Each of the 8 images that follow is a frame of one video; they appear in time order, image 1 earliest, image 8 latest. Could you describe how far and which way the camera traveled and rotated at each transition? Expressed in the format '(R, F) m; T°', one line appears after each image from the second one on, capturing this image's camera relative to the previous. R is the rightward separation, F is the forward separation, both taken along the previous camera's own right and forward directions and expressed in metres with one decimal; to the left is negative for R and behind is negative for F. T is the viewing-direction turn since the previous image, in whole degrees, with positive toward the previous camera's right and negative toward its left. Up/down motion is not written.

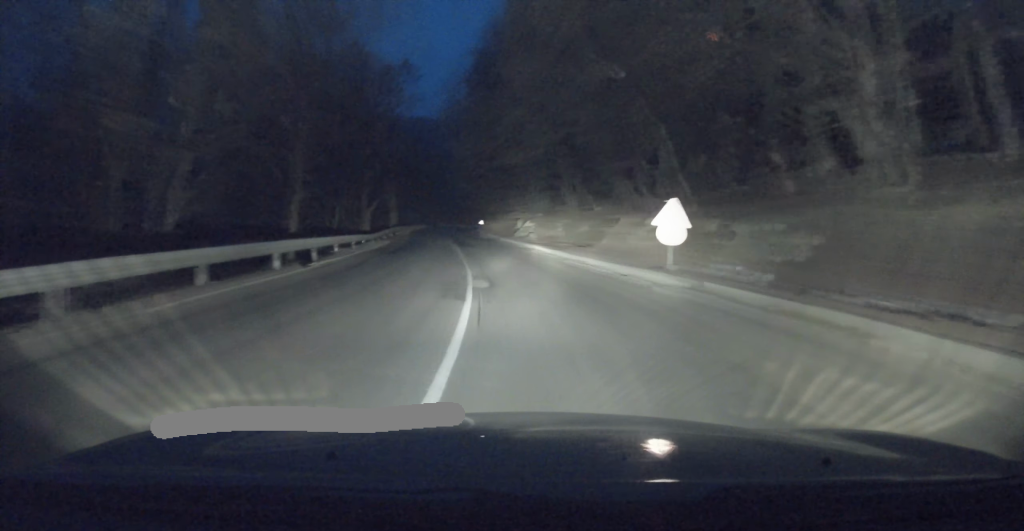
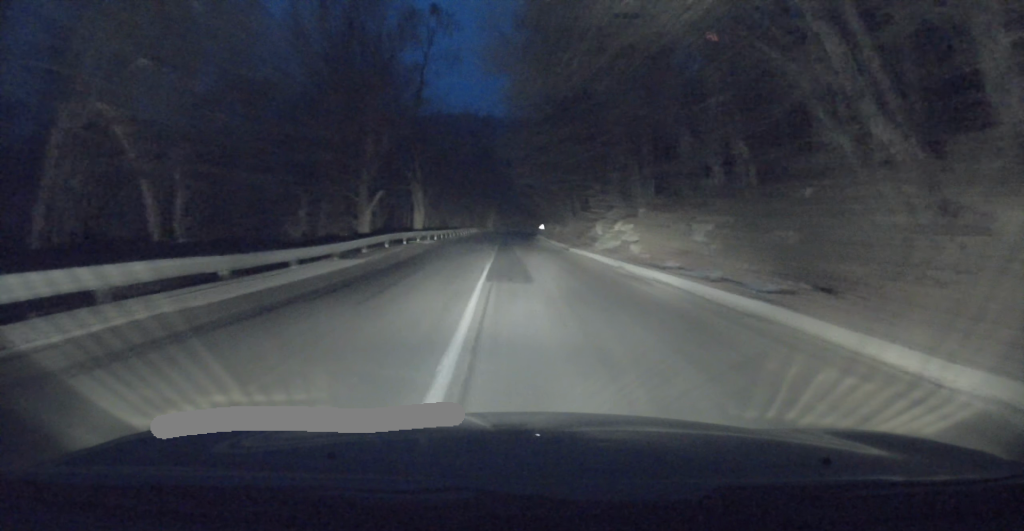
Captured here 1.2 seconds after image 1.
(-0.6, +17.2) m; -4°
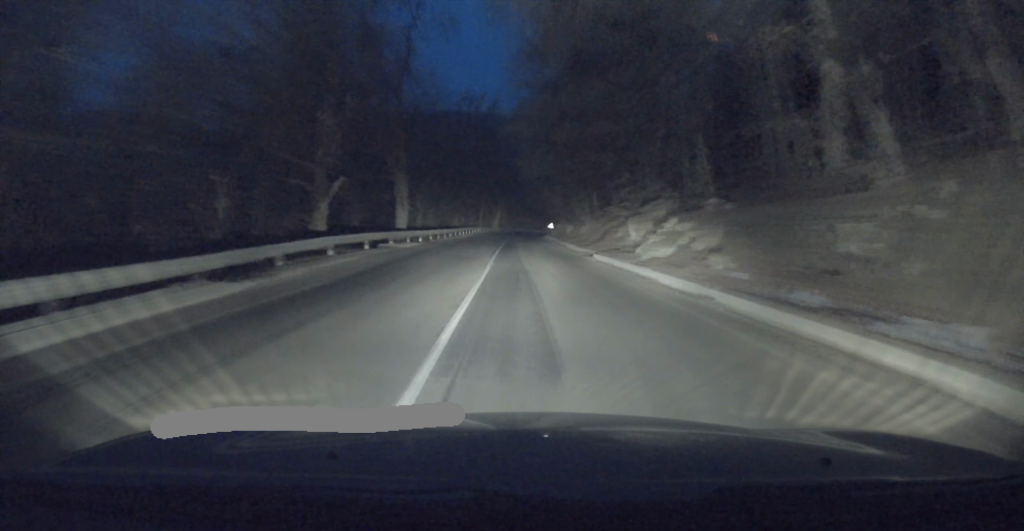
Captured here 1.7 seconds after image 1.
(-0.1, +7.6) m; -2°
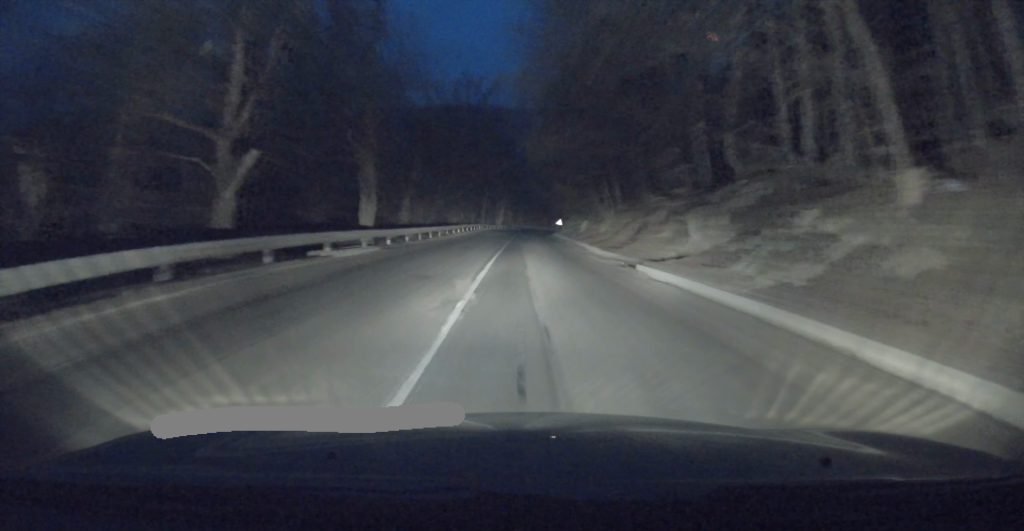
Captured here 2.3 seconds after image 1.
(0.0, +8.1) m; -2°
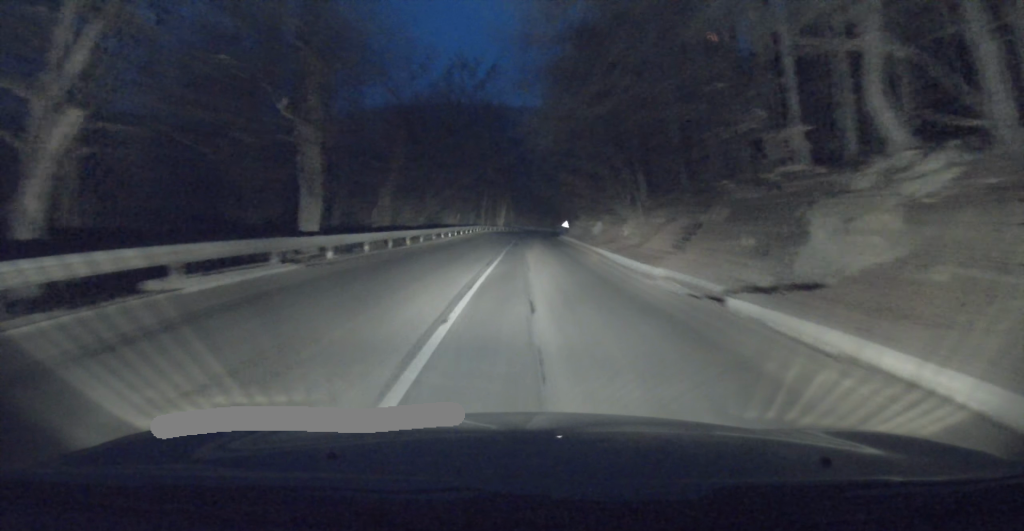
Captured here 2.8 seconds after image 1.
(-0.1, +7.2) m; -1°
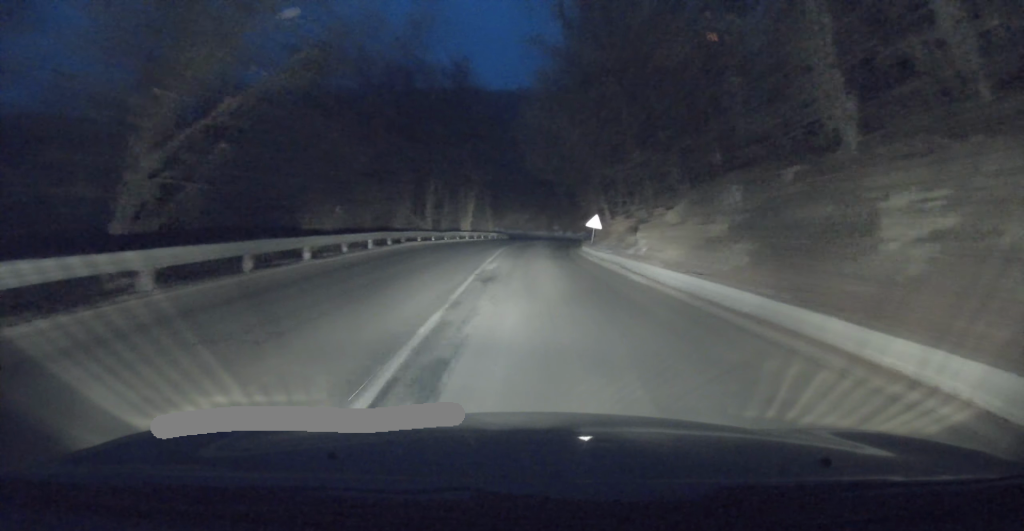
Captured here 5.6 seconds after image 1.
(-0.5, +40.9) m; 0°
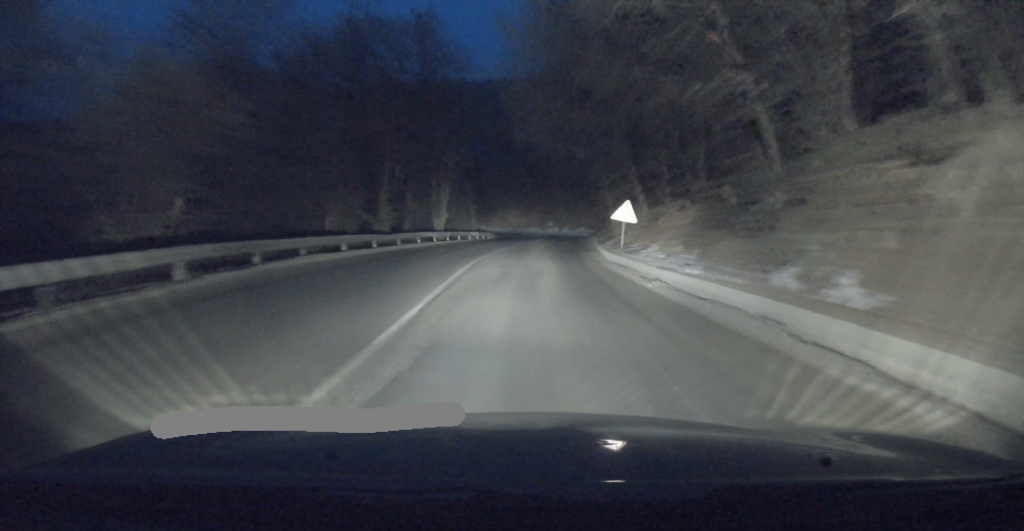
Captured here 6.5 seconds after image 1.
(+0.2, +13.0) m; +1°
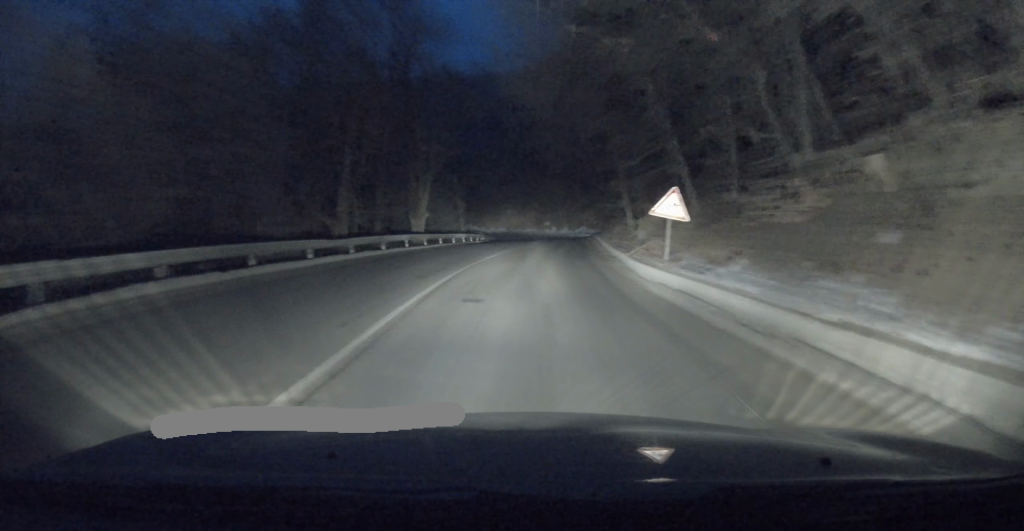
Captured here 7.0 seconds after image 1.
(-0.1, +7.4) m; 0°
